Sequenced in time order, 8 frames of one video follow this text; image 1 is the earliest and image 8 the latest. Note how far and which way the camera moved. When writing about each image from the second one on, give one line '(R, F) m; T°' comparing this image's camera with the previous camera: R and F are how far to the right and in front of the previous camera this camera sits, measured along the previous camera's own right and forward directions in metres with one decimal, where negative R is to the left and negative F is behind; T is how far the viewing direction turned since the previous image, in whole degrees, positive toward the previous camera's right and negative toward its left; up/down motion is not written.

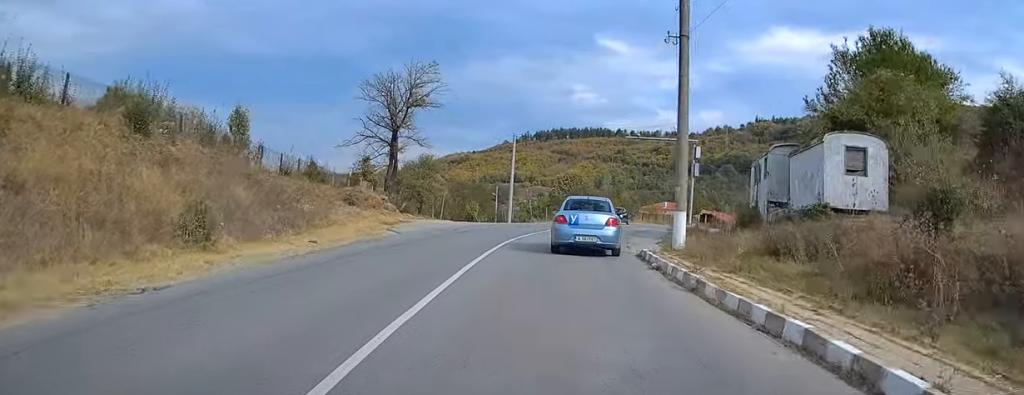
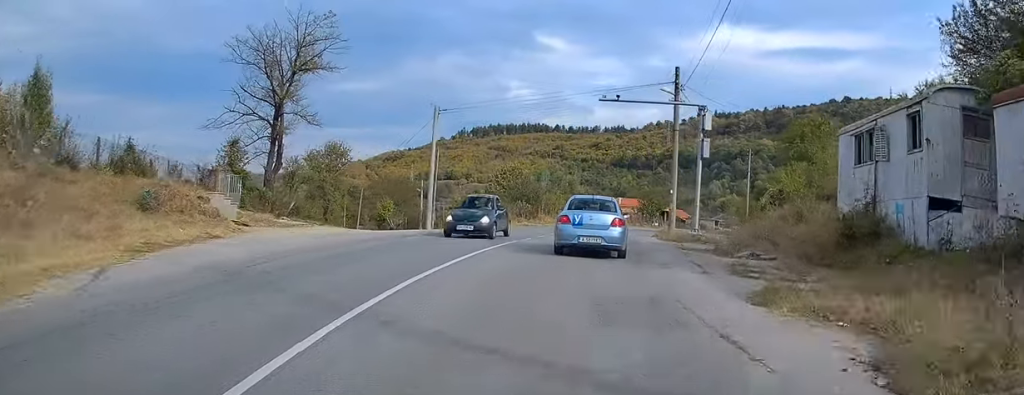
(+0.9, +15.2) m; +6°
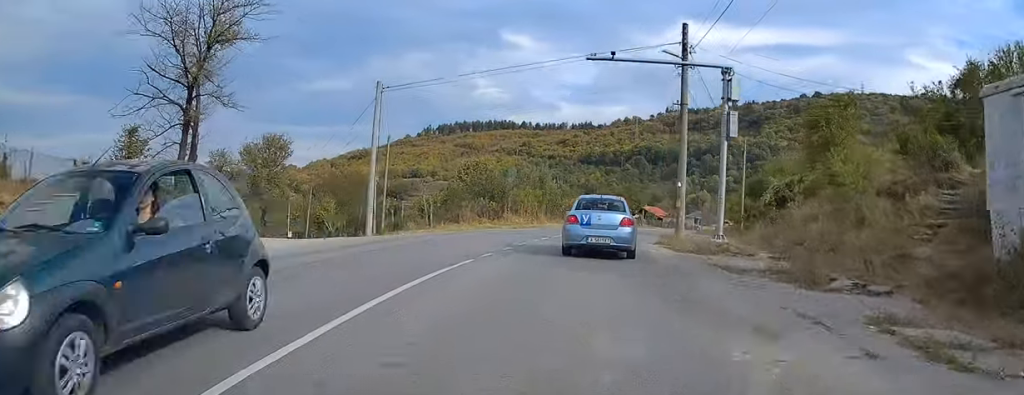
(+0.1, +7.9) m; +4°
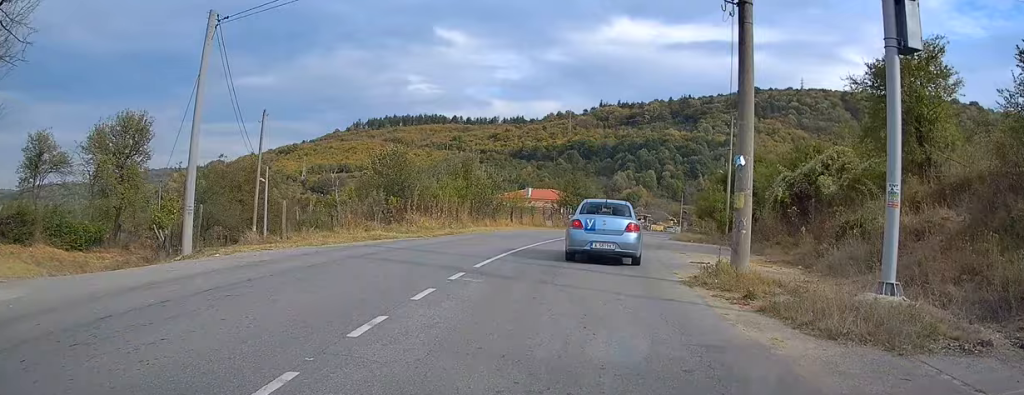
(+0.8, +13.1) m; +5°
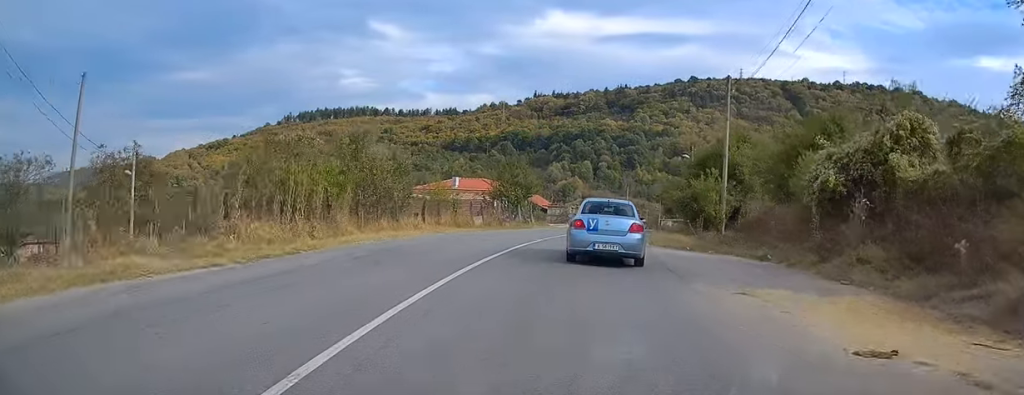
(+0.2, +12.0) m; +5°
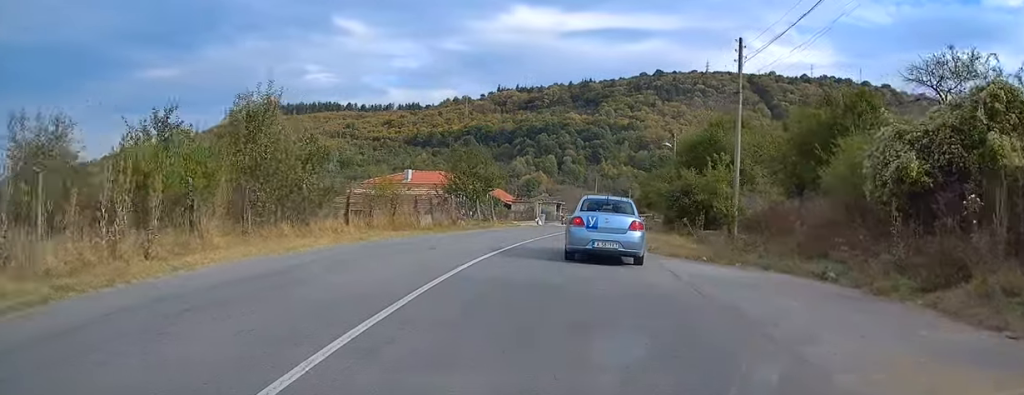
(+0.5, +6.9) m; +3°
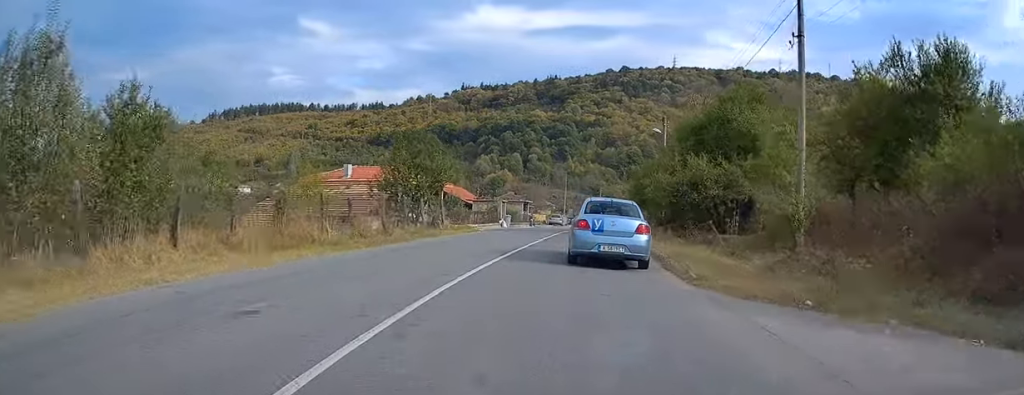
(+0.3, +8.9) m; +4°
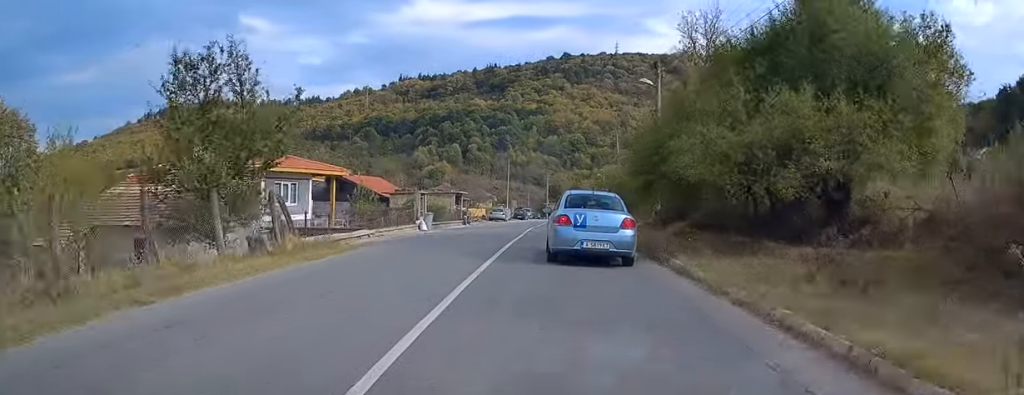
(+0.8, +15.3) m; +5°
